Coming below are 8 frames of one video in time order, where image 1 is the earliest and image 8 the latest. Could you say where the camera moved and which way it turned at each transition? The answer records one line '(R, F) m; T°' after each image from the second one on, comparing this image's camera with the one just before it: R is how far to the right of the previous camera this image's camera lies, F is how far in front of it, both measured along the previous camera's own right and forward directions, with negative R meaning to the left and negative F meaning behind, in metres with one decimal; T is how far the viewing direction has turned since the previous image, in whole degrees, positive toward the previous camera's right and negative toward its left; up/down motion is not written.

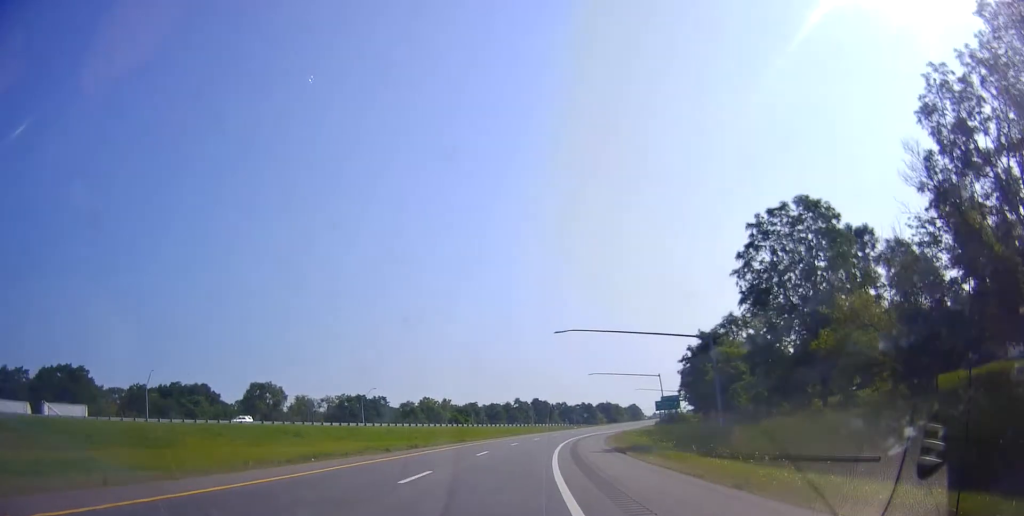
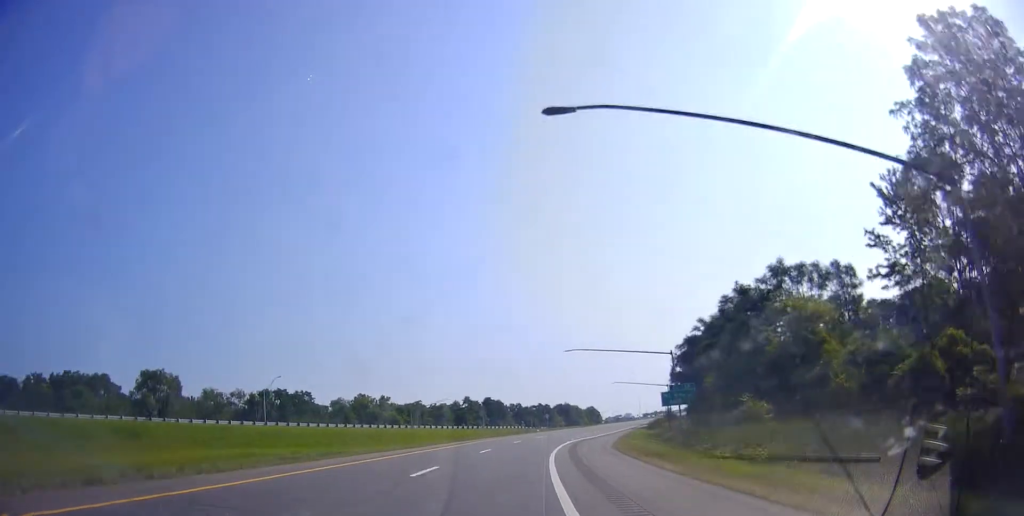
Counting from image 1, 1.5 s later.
(+0.9, +28.4) m; +5°
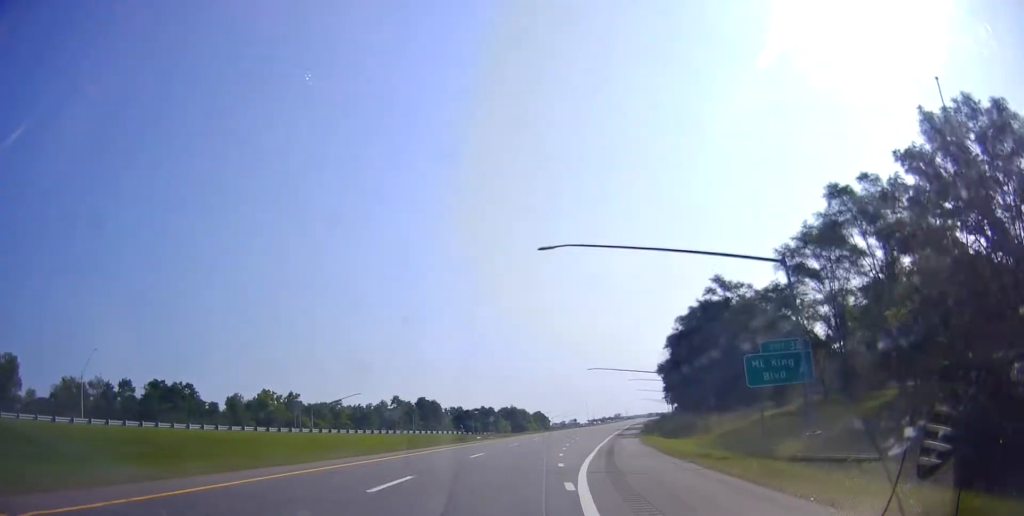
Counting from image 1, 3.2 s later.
(+2.2, +34.1) m; +6°
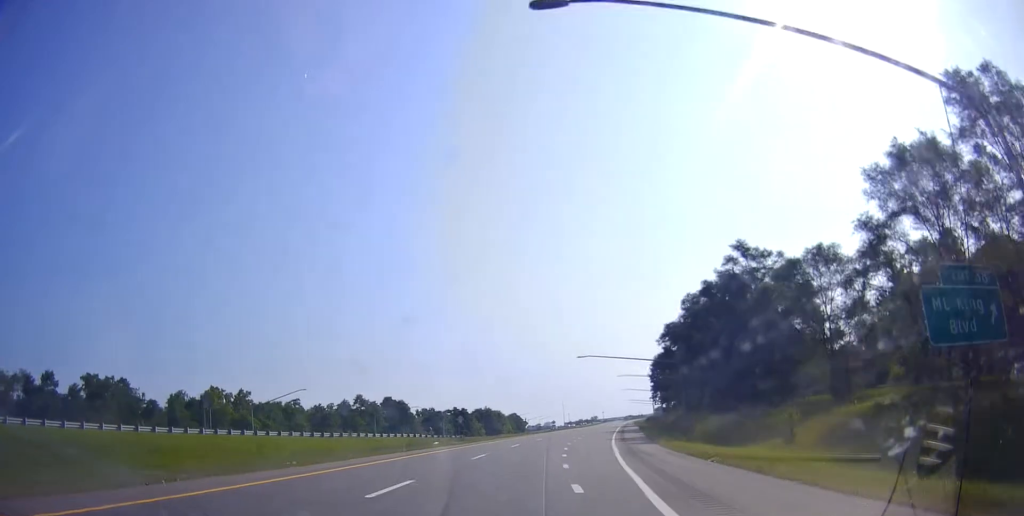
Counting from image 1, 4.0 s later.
(+0.3, +15.4) m; +3°
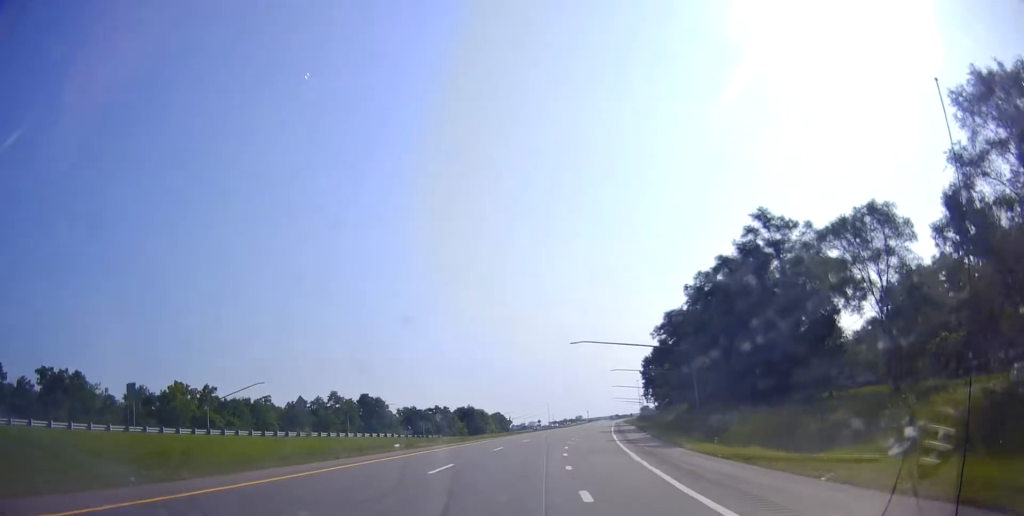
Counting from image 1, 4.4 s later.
(+0.2, +9.4) m; +1°
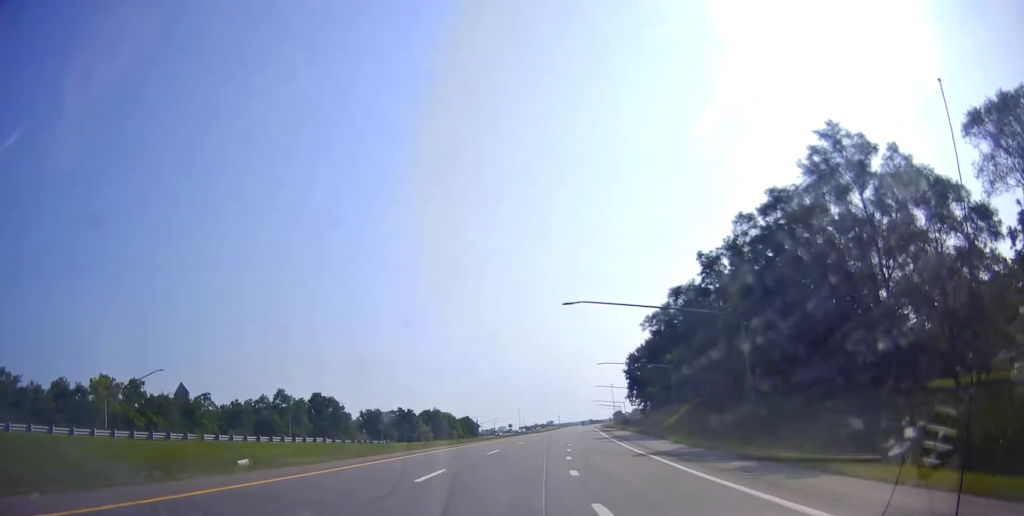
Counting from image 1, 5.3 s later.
(+0.6, +17.4) m; +2°
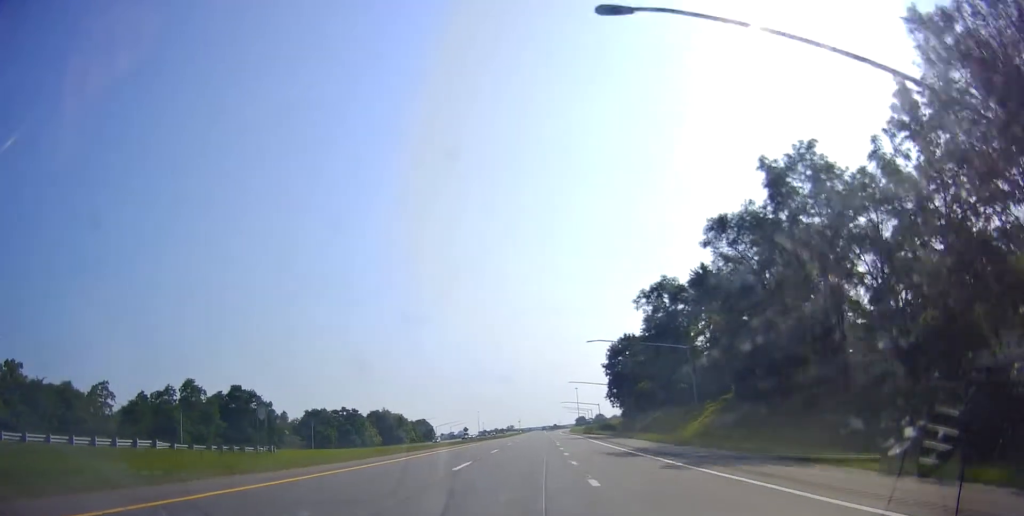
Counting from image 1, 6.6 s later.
(+0.5, +25.7) m; +3°
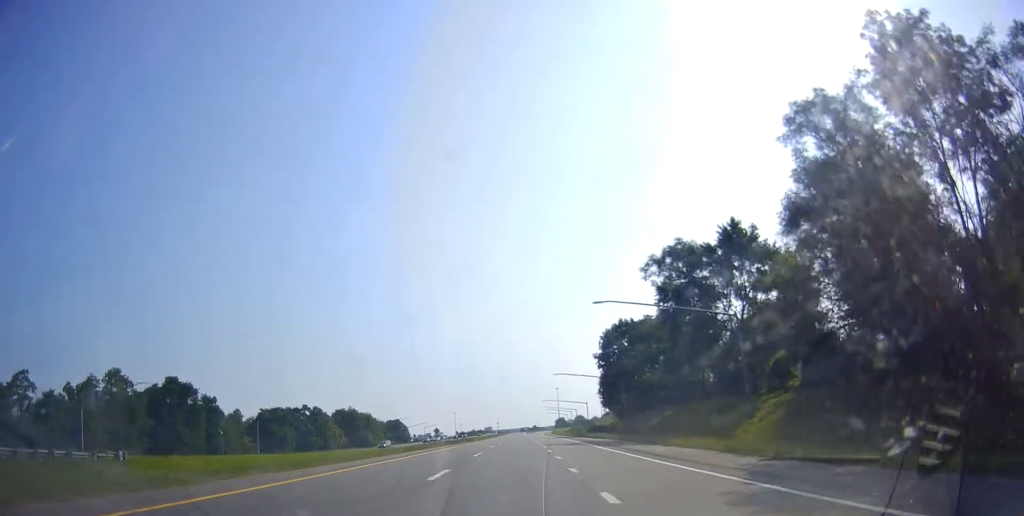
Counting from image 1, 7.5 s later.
(+0.6, +18.4) m; +3°
